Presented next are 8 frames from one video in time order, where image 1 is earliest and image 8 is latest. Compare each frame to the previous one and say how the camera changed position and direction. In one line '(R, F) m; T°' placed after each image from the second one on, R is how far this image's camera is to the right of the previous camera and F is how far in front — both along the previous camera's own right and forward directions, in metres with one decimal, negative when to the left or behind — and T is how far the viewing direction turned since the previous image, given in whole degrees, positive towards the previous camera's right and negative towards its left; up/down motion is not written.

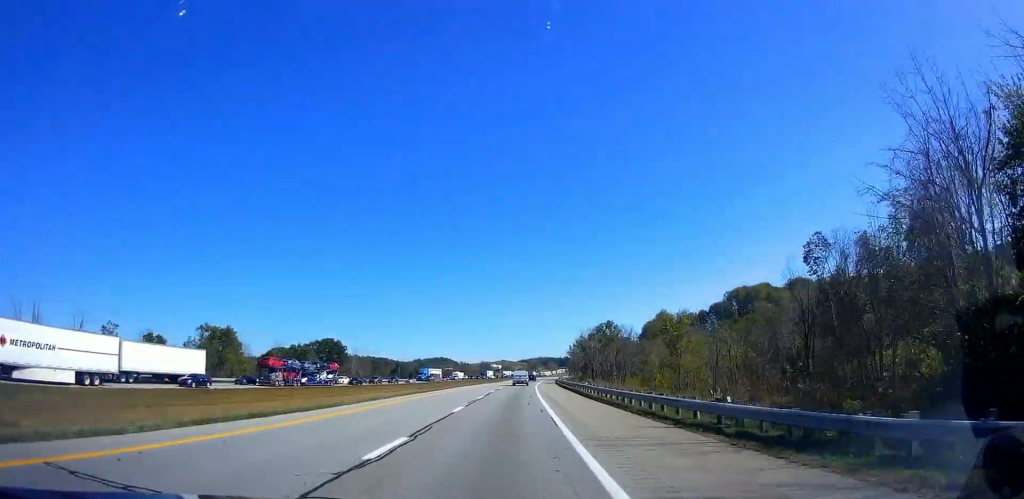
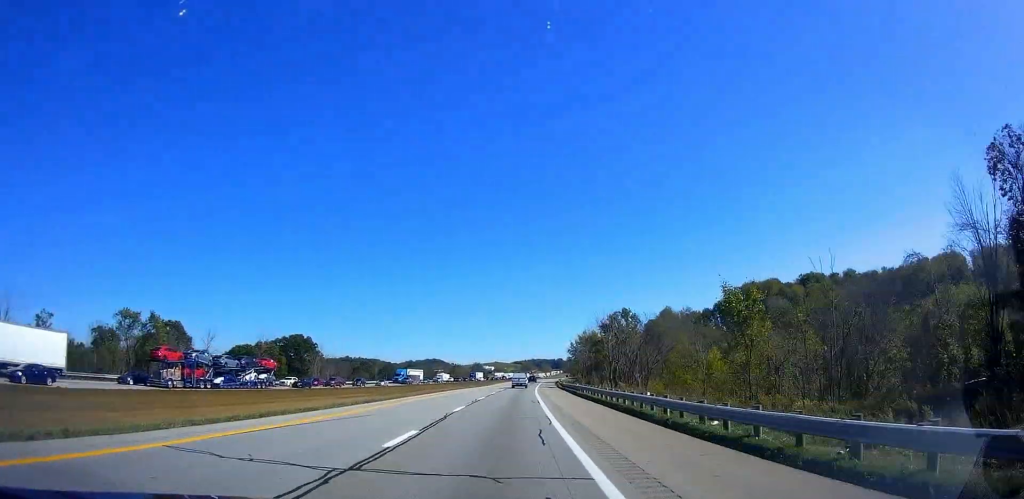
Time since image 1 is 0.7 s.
(0.0, +22.6) m; +1°
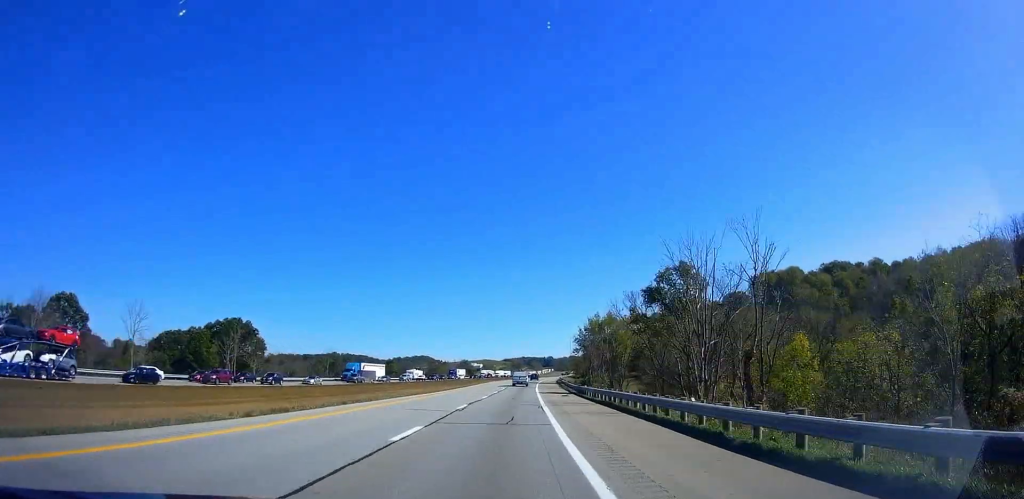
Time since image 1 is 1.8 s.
(+0.5, +34.4) m; +2°
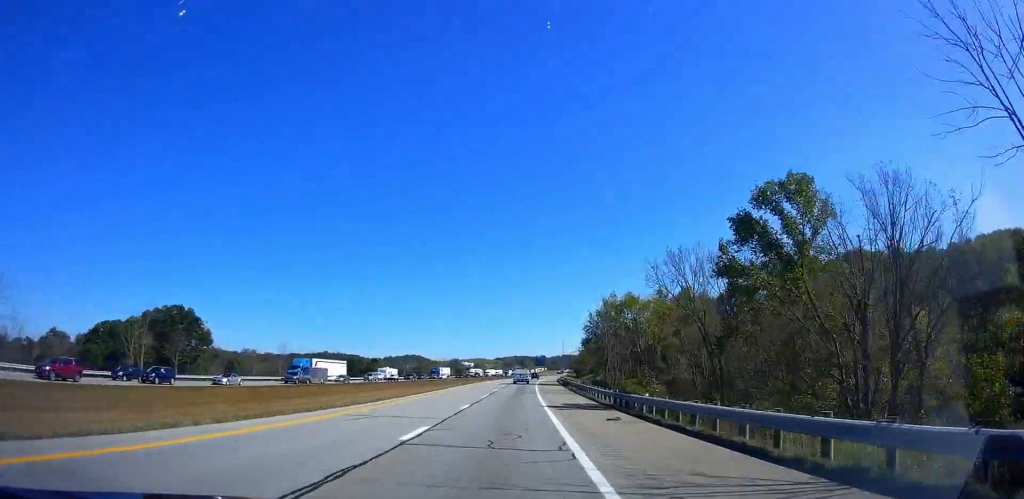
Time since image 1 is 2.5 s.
(+0.3, +23.7) m; +1°
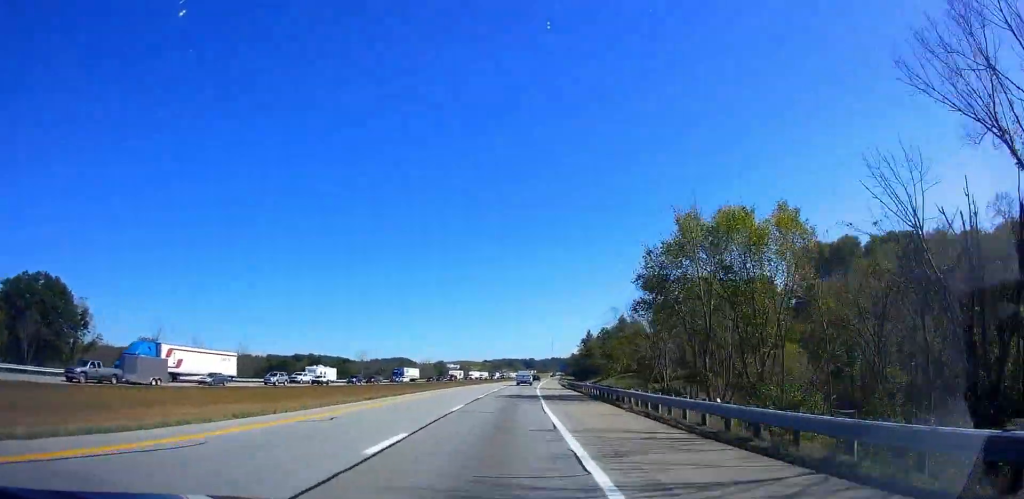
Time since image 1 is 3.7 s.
(0.0, +38.9) m; +1°
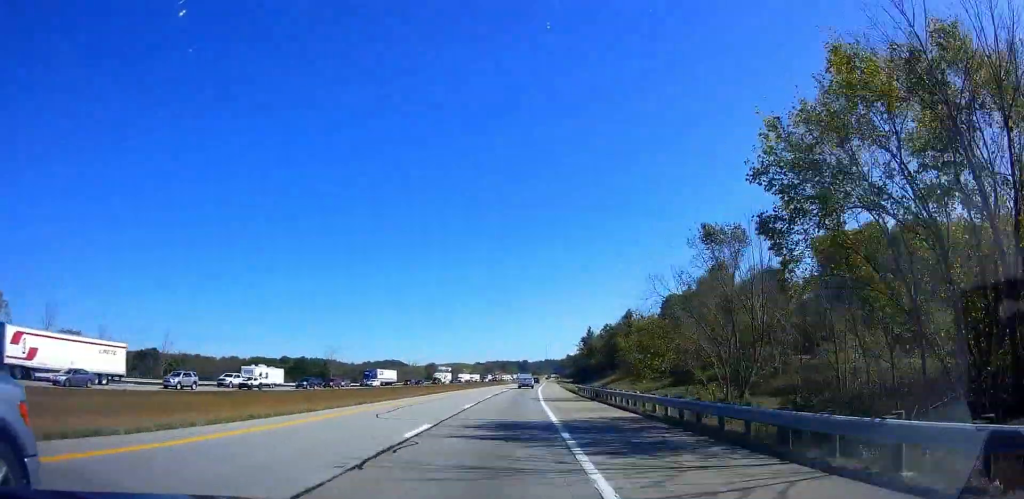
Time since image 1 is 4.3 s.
(-0.1, +19.4) m; +1°
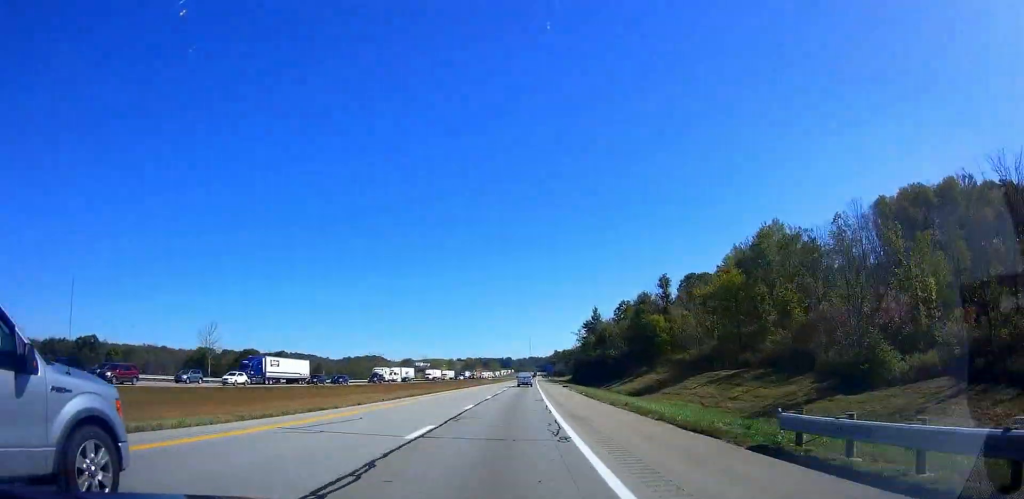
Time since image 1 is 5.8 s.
(+1.4, +48.5) m; +2°
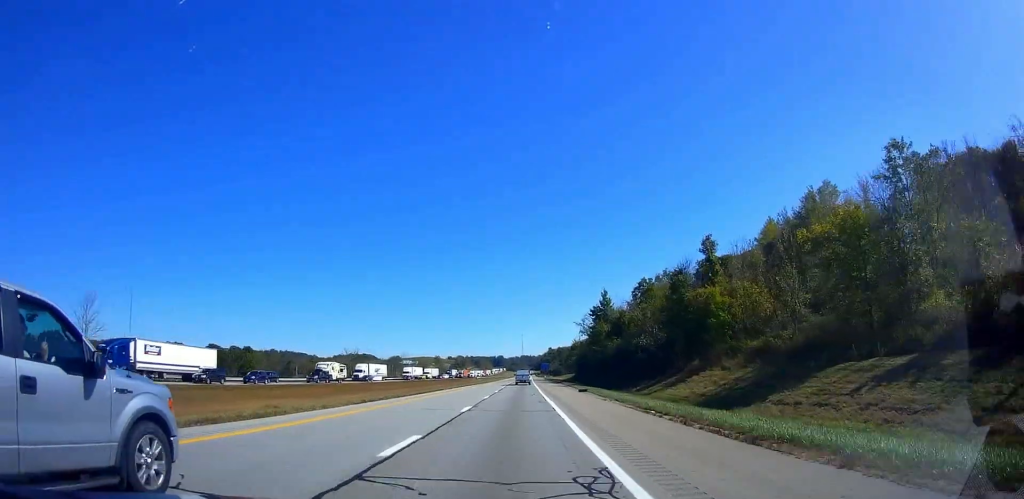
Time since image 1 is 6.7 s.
(0.0, +27.0) m; 0°
